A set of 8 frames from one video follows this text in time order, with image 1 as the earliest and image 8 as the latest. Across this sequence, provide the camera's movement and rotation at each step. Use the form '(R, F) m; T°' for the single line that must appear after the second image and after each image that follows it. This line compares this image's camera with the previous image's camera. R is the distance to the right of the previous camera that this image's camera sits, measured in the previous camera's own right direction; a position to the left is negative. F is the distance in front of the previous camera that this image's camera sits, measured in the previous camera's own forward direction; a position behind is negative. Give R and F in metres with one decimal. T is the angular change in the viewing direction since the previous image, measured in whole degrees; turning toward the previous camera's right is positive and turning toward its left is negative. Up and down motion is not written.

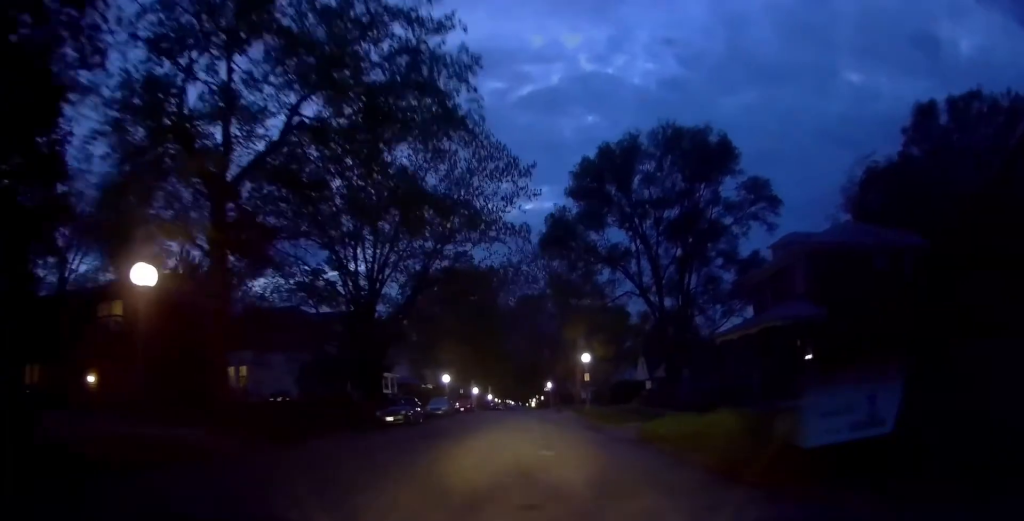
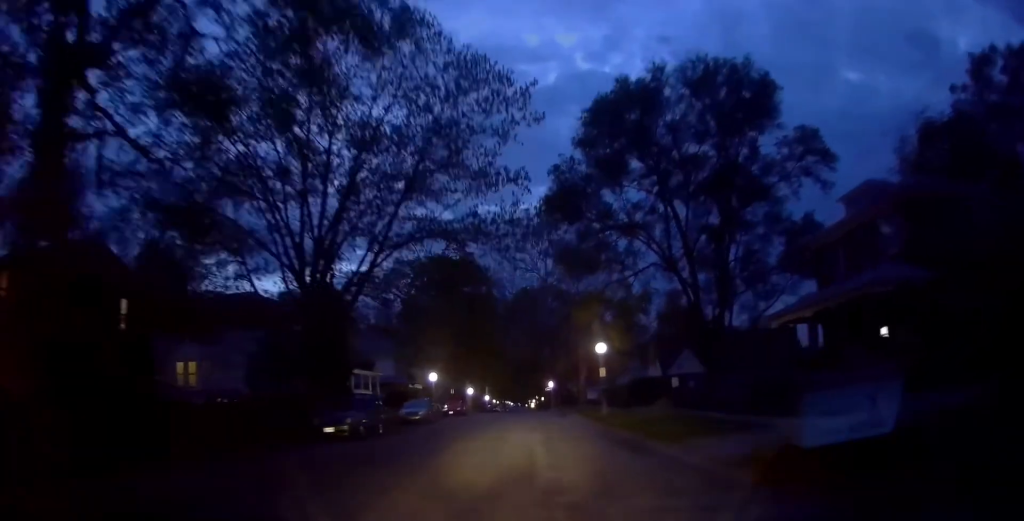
(0.0, +8.2) m; 0°
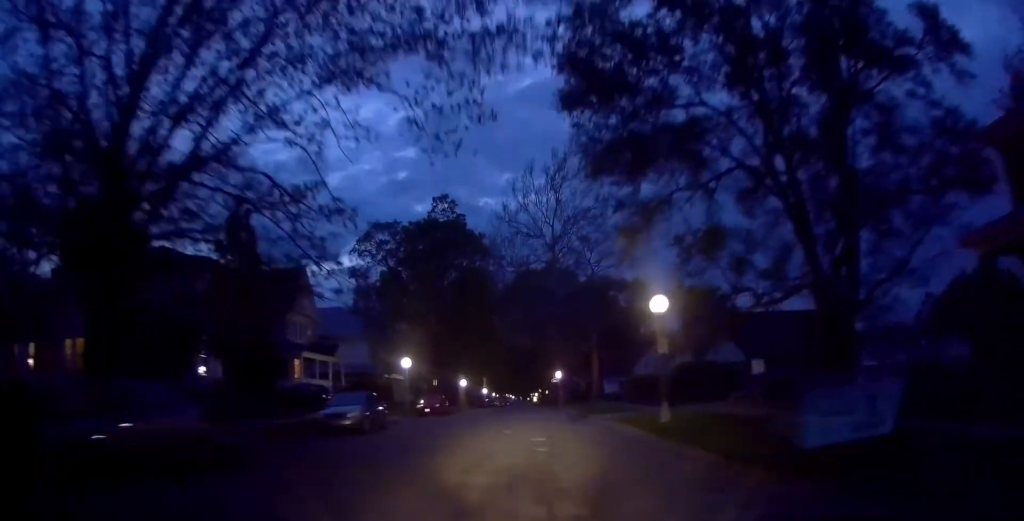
(0.0, +12.5) m; 0°
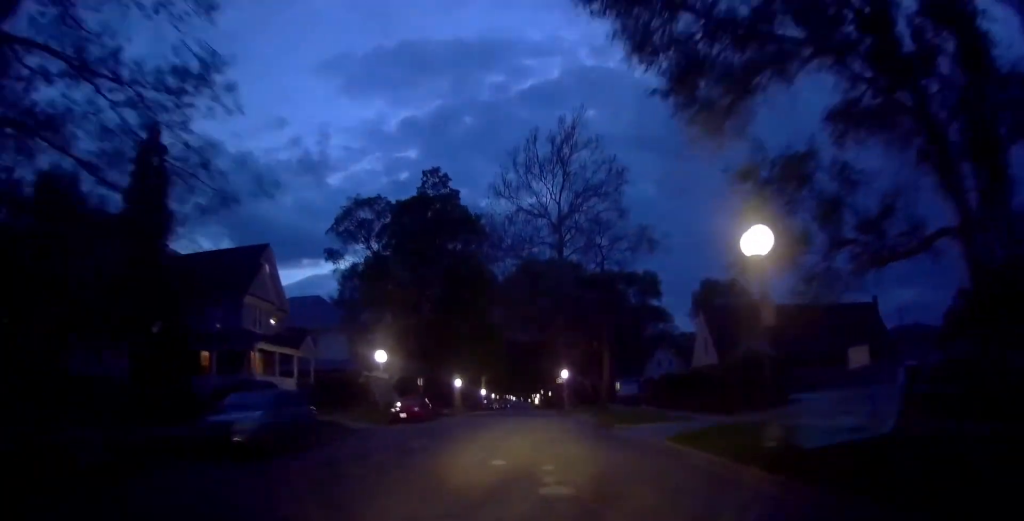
(0.0, +7.6) m; 0°
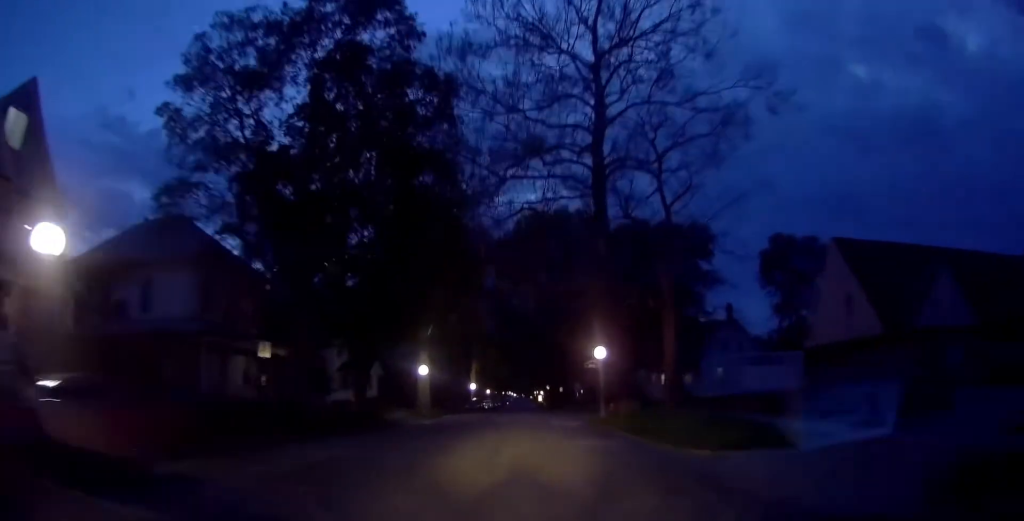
(0.0, +26.3) m; 0°
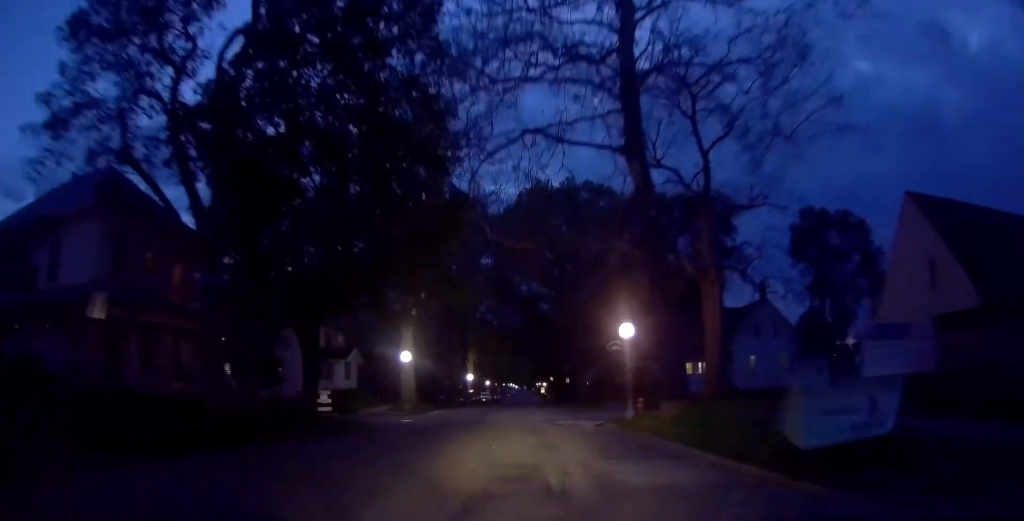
(0.0, +7.7) m; 0°
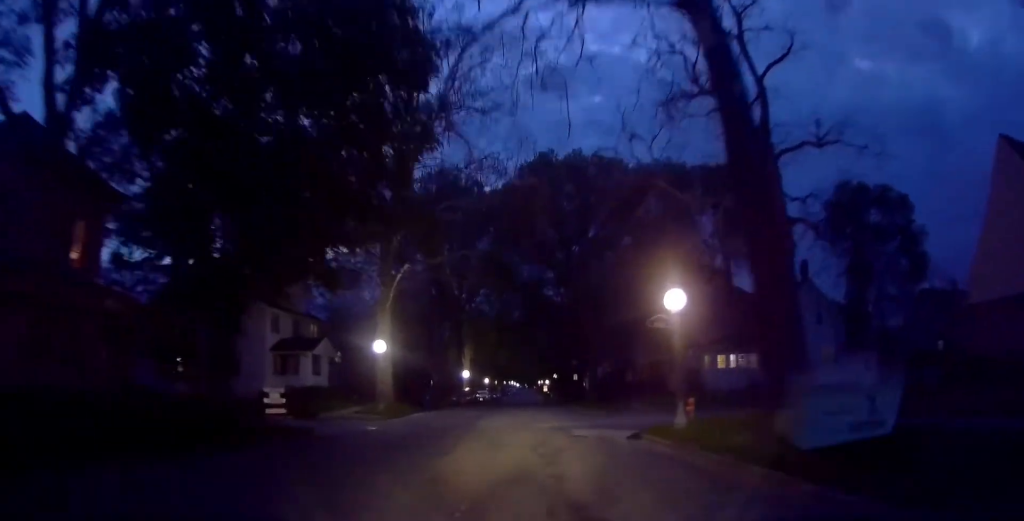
(0.0, +7.3) m; -1°
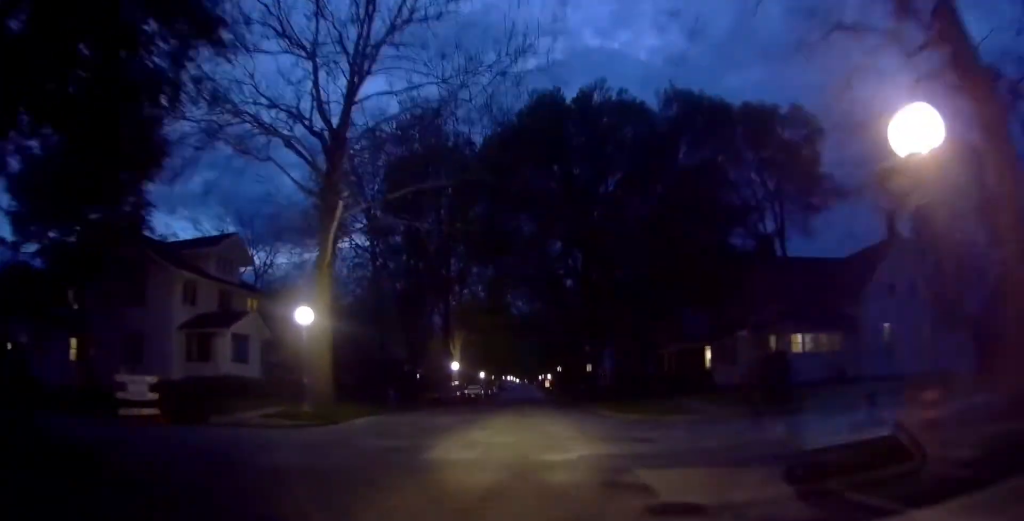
(-0.1, +11.5) m; -1°
